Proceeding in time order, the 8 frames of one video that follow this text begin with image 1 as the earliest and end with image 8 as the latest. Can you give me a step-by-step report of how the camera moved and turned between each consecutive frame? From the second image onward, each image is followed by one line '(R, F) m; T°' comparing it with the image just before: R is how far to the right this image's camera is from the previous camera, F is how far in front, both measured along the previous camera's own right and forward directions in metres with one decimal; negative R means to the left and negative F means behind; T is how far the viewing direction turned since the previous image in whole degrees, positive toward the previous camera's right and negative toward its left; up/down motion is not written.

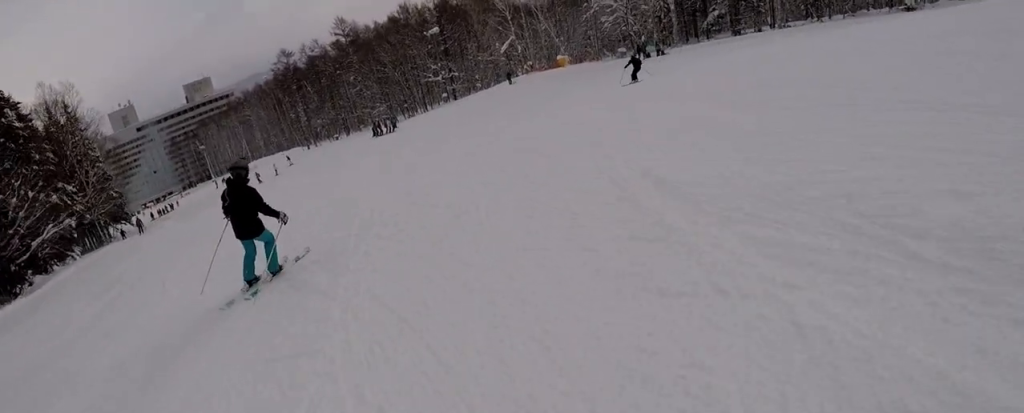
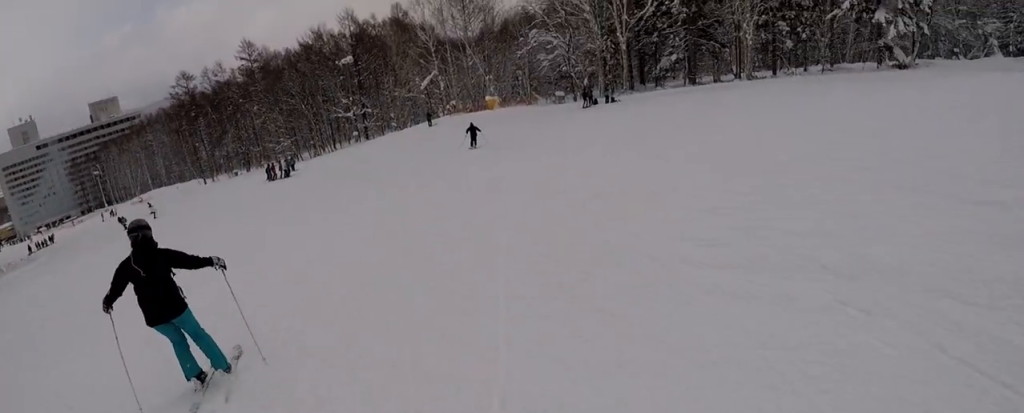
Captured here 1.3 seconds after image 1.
(+1.0, +10.5) m; +10°
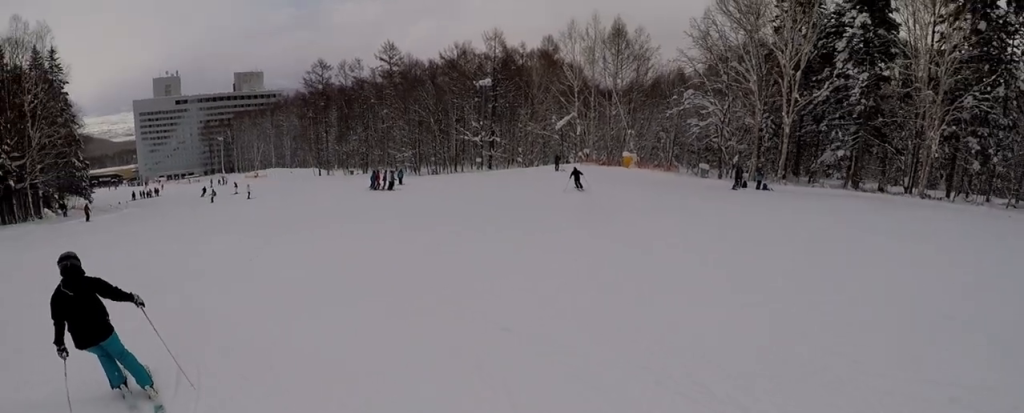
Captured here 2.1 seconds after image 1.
(+0.7, +6.2) m; -4°
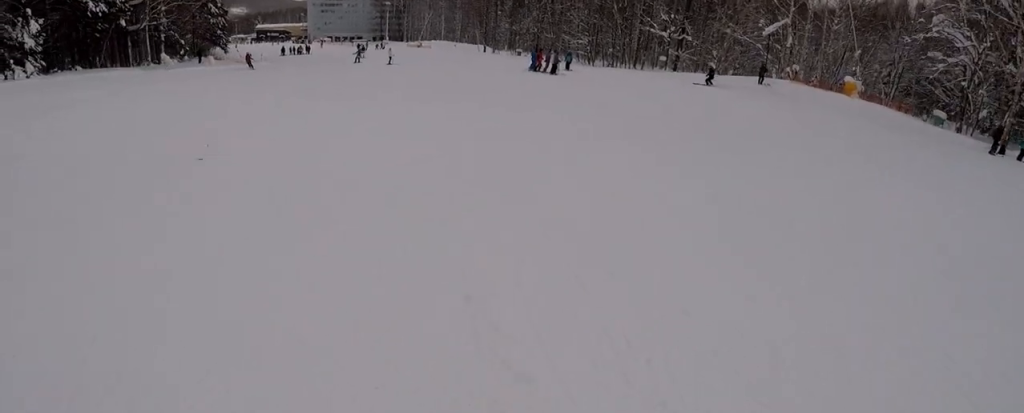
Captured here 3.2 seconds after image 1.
(-2.0, +8.7) m; -22°
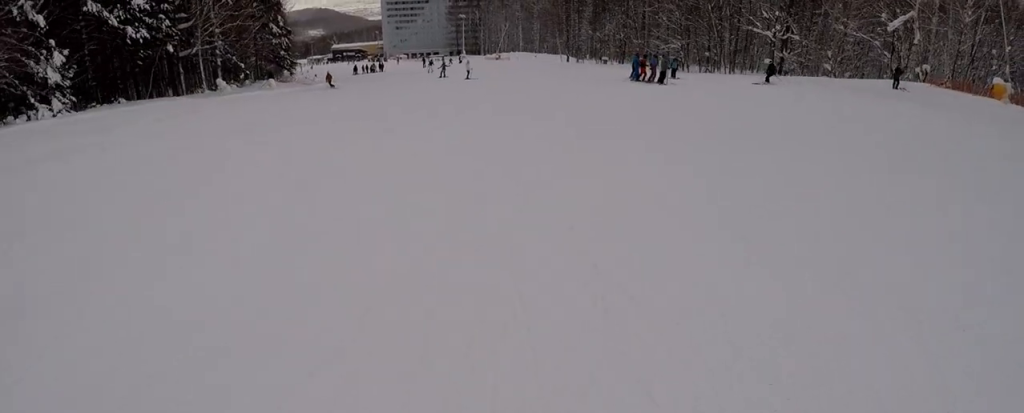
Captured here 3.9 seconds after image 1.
(-0.8, +5.9) m; -9°
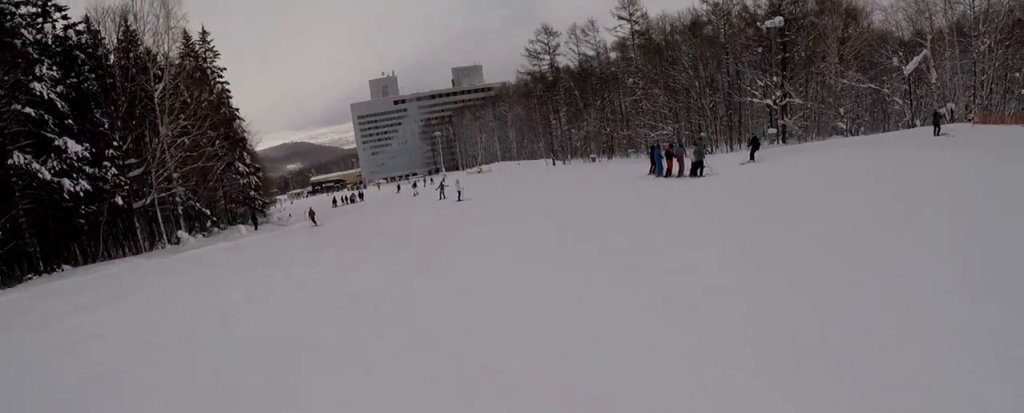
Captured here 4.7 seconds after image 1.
(-0.1, +6.5) m; +2°
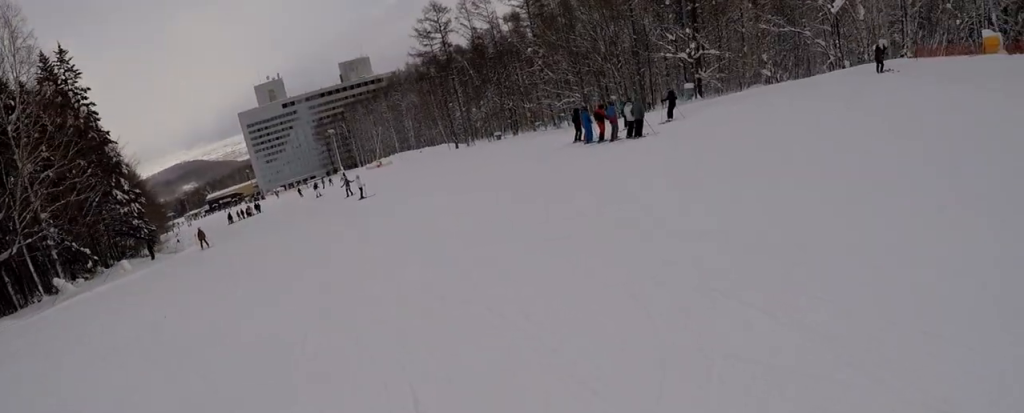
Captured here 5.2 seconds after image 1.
(0.0, +4.0) m; +3°
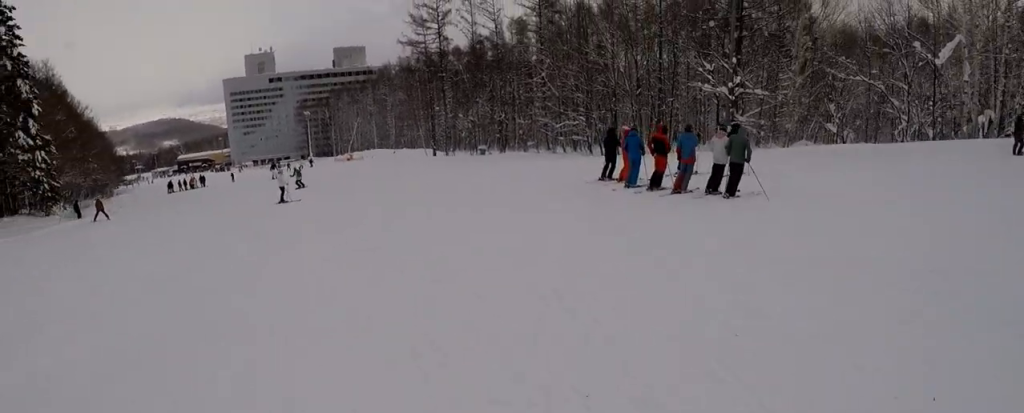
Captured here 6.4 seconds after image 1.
(+1.3, +10.6) m; +9°
